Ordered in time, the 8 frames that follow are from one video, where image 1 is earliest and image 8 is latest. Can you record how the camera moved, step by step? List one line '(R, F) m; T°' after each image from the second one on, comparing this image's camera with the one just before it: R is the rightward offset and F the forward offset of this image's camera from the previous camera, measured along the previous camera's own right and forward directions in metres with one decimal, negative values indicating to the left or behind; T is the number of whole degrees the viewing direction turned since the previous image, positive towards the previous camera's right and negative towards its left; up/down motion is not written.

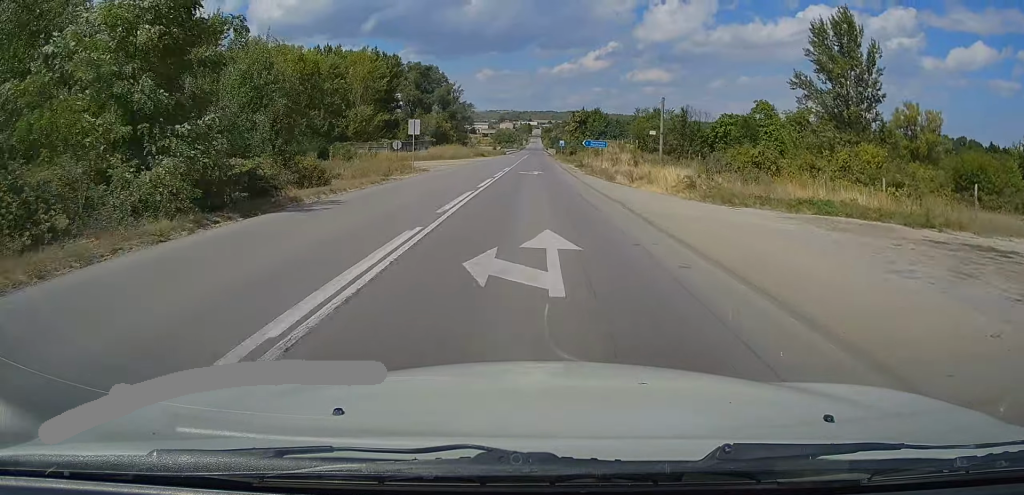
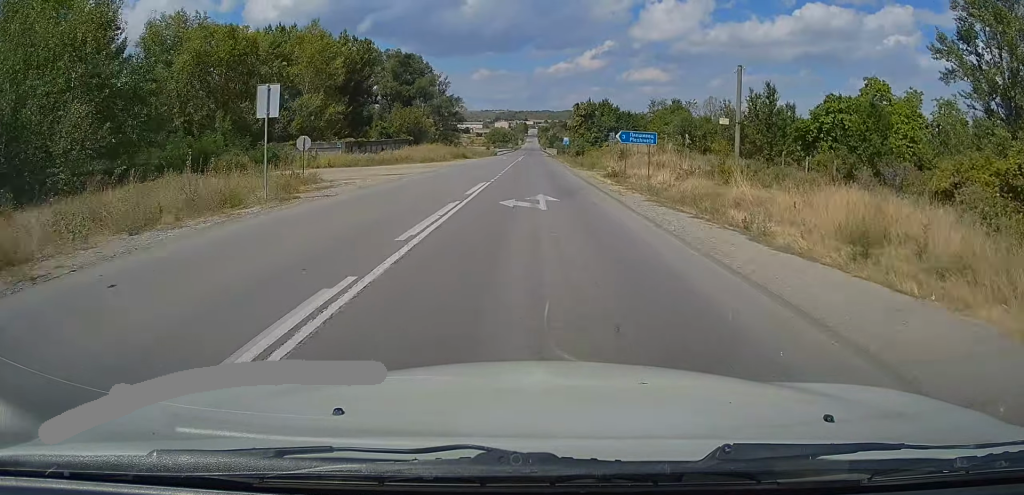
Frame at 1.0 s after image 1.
(-0.4, +21.9) m; 0°
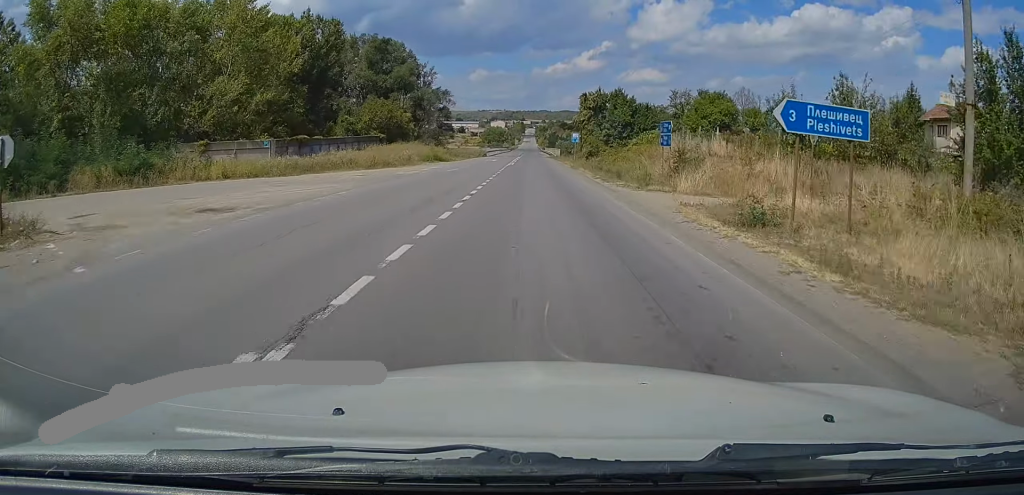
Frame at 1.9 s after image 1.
(+0.3, +20.1) m; +1°
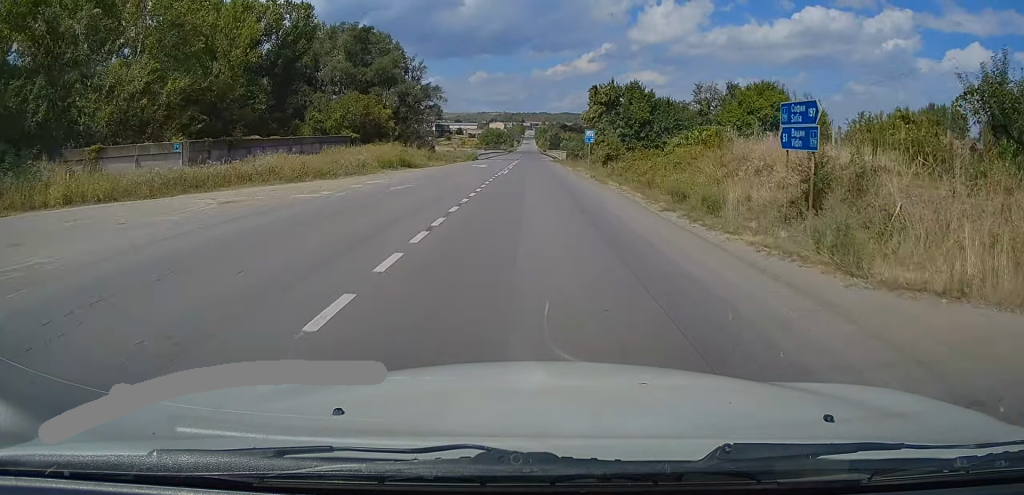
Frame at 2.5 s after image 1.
(+0.1, +14.6) m; 0°
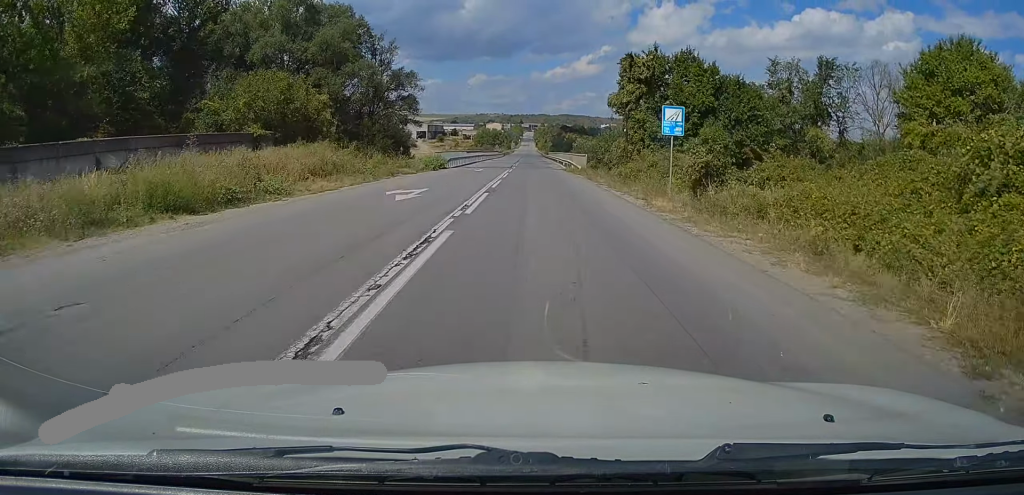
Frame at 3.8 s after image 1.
(0.0, +28.2) m; 0°
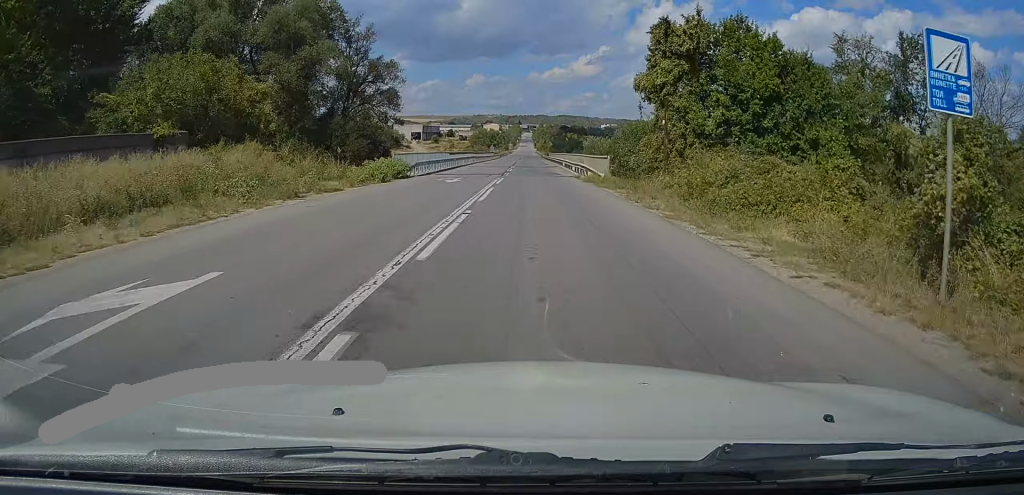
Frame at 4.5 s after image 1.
(0.0, +14.2) m; 0°
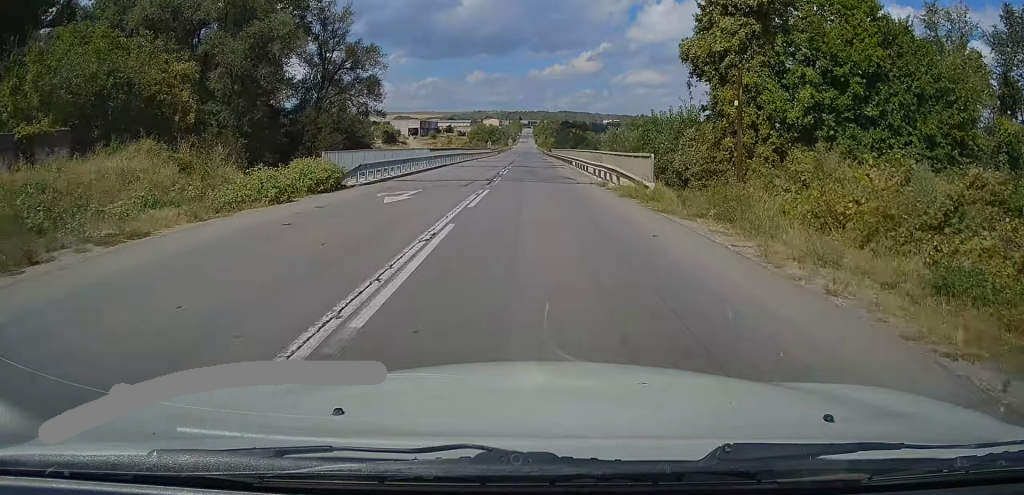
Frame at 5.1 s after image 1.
(0.0, +12.0) m; 0°
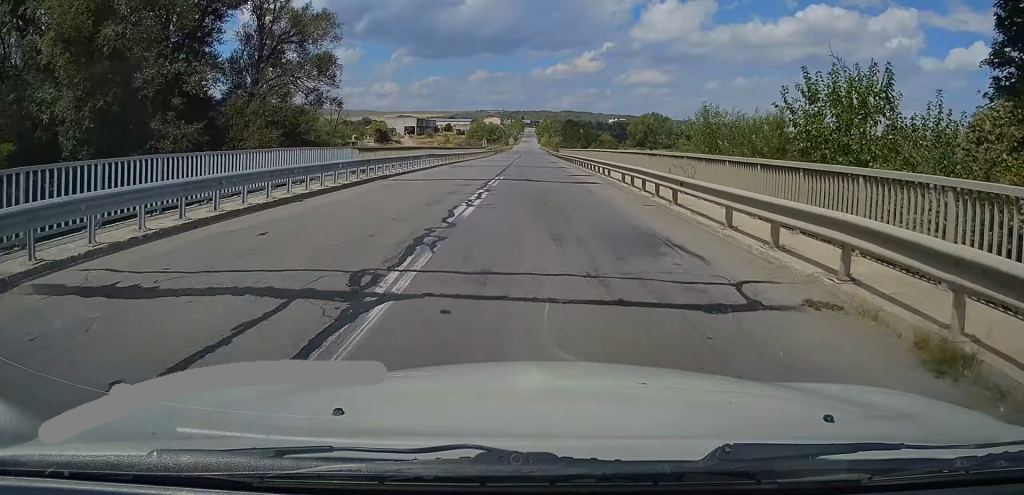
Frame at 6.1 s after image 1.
(+0.2, +20.8) m; 0°
